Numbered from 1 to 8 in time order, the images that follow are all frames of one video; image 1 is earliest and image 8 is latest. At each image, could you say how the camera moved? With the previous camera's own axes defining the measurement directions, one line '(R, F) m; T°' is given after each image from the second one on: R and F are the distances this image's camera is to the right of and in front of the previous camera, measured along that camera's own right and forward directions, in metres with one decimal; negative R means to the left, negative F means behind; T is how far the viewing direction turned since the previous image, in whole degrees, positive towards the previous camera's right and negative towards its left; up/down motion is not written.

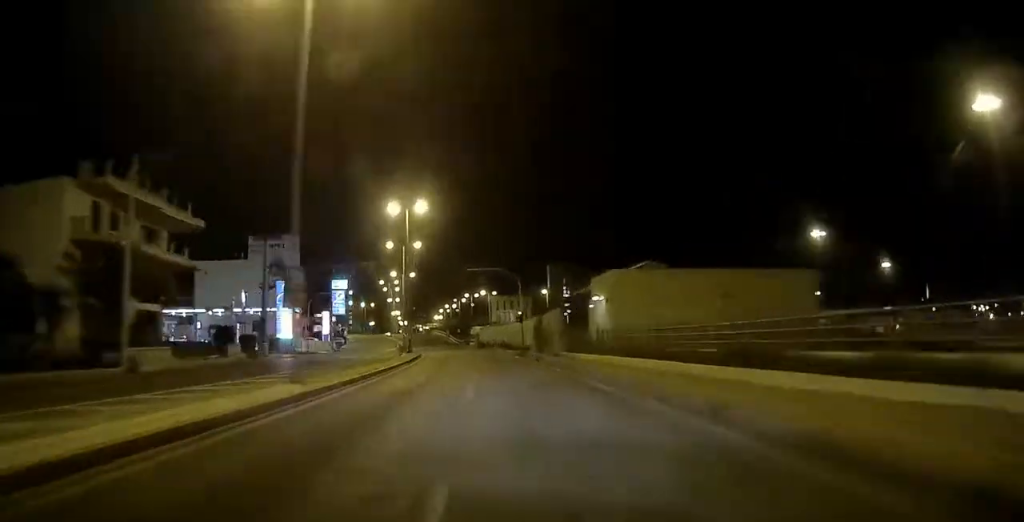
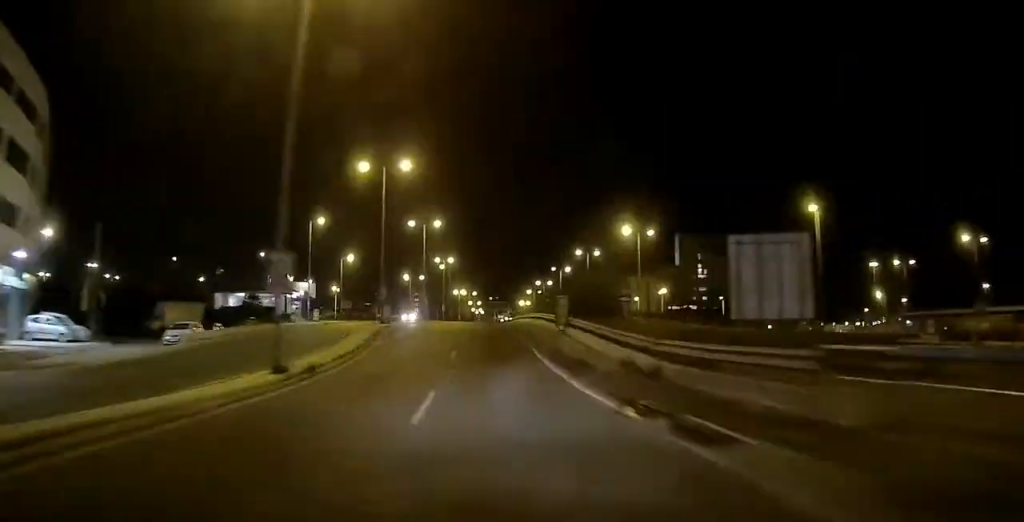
(-3.5, +89.3) m; -3°
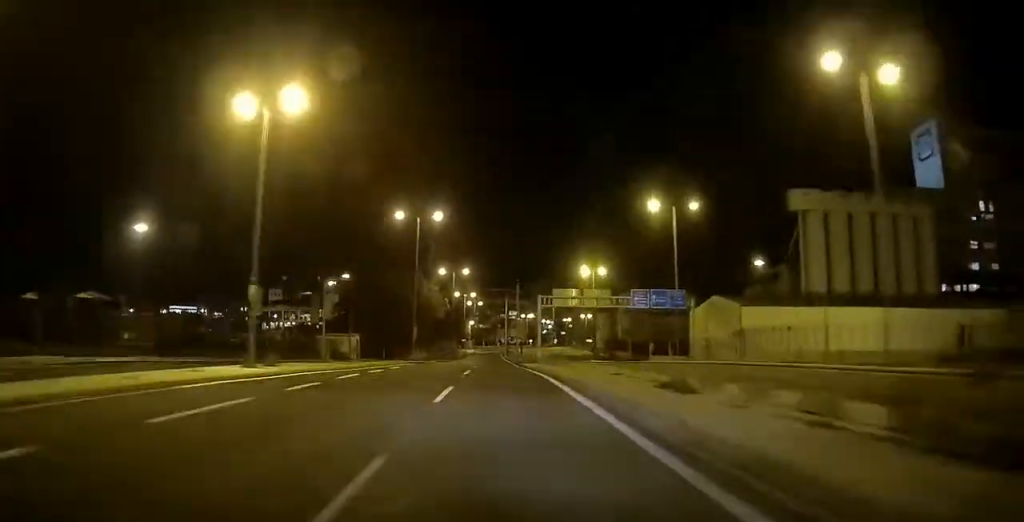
(-2.1, +131.8) m; -1°
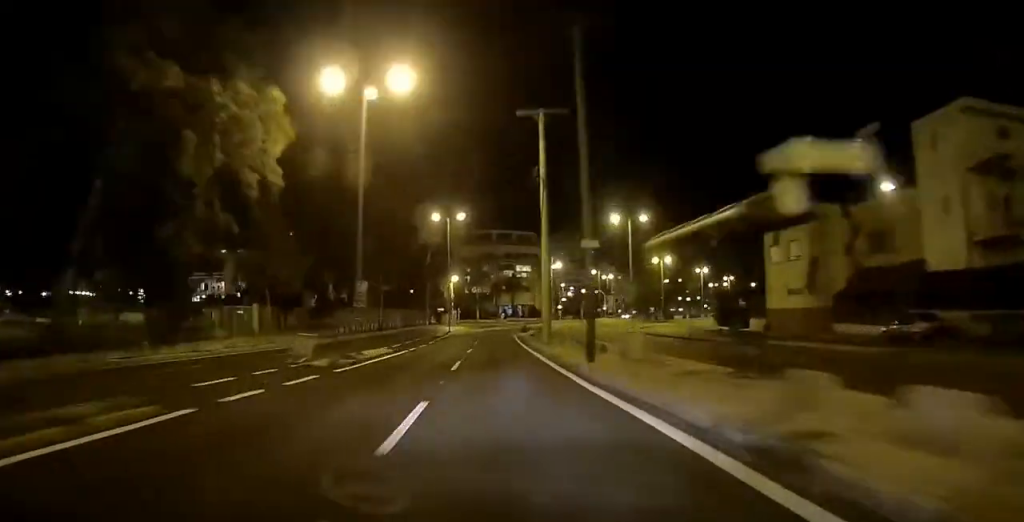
(+0.1, +71.7) m; +2°
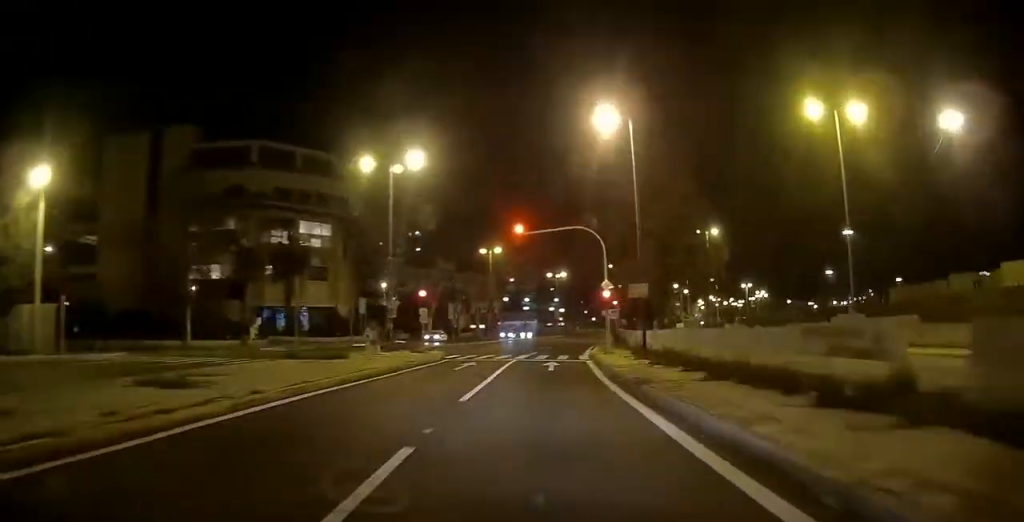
(+3.8, +64.2) m; +10°
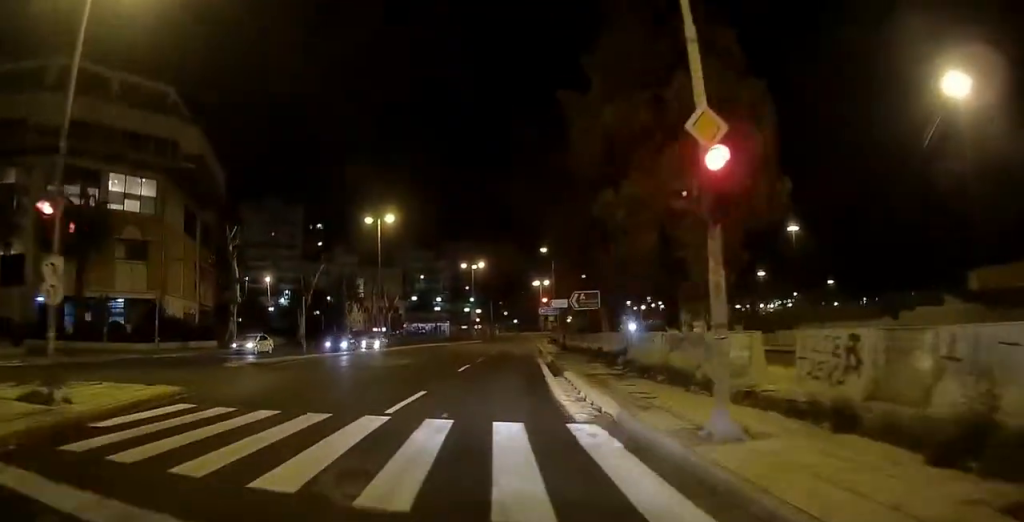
(+1.4, +25.0) m; +9°
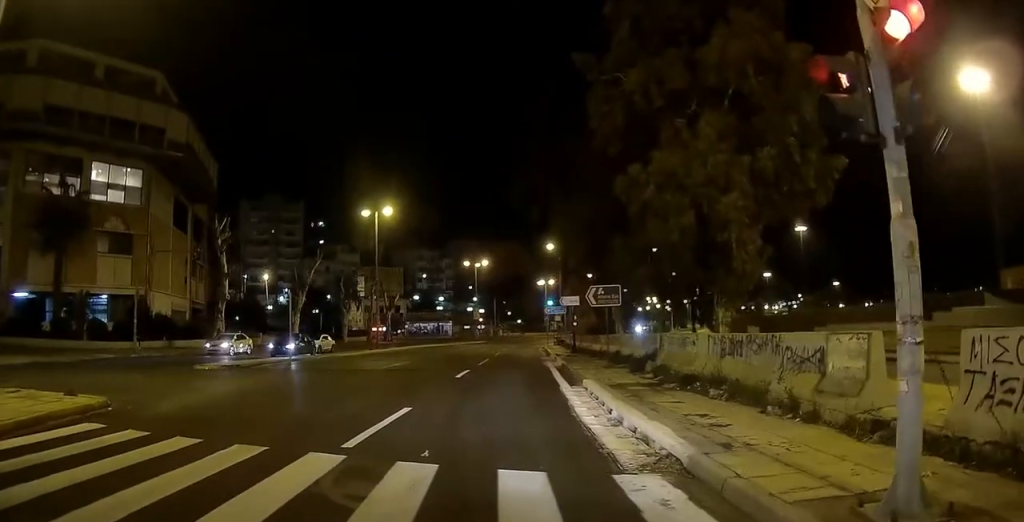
(+2.4, +18.6) m; +7°
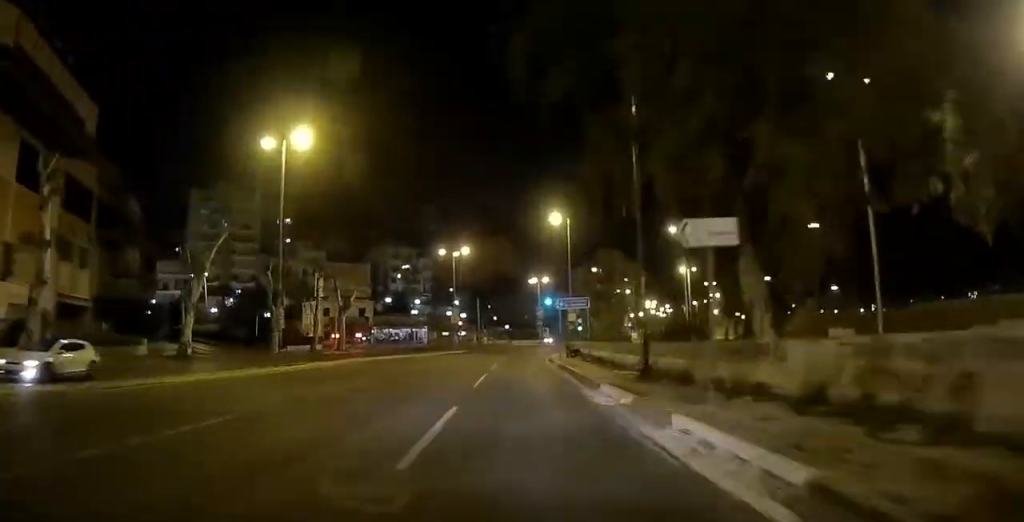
(+2.2, +42.1) m; +7°
